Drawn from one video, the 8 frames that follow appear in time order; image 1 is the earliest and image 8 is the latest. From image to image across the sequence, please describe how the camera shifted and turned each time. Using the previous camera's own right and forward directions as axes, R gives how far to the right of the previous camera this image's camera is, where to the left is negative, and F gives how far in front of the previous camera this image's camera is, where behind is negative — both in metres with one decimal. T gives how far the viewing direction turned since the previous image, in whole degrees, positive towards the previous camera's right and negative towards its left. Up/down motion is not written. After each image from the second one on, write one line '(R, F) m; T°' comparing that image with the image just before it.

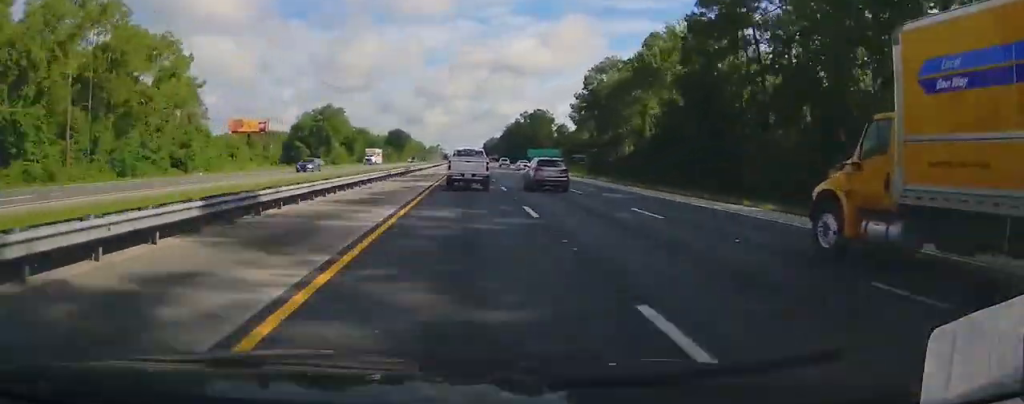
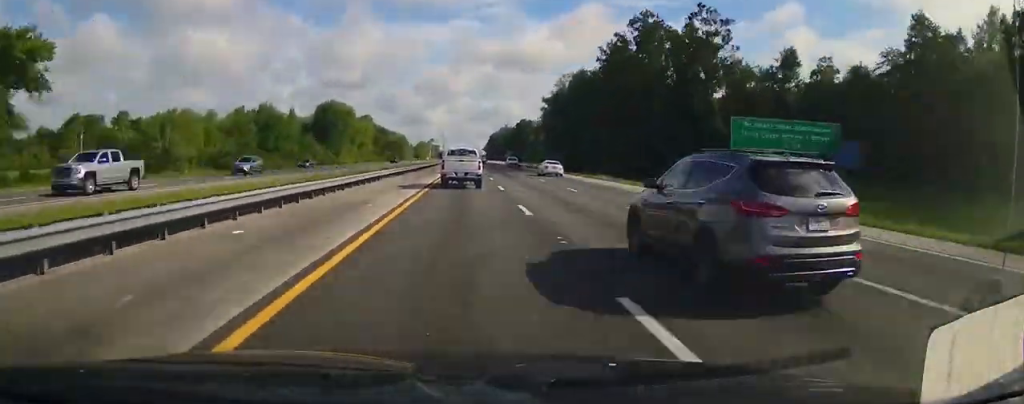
(+0.3, +159.3) m; +1°
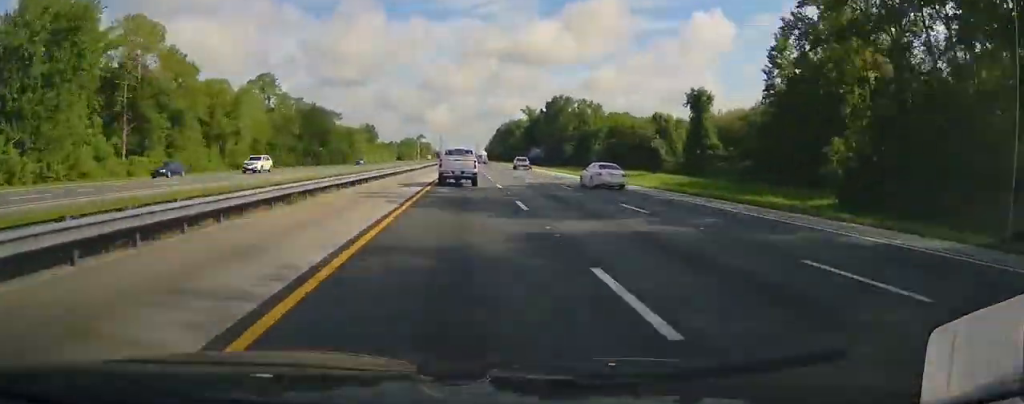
(+0.9, +120.6) m; 0°
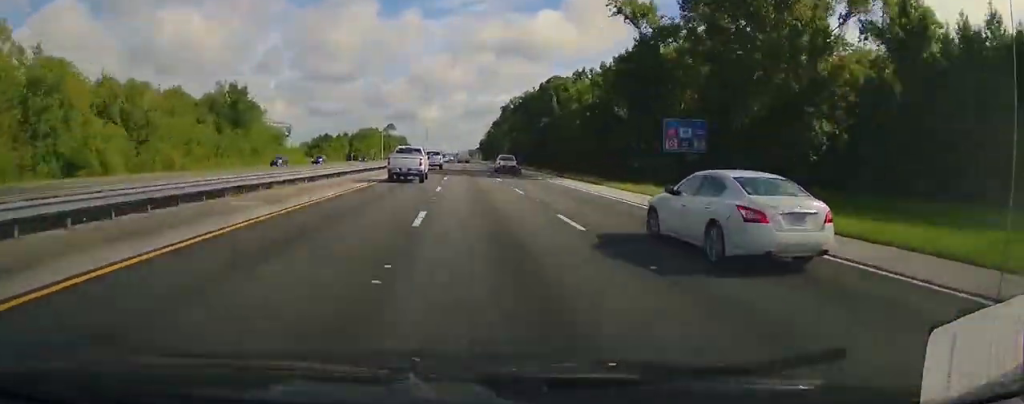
(0.0, +138.8) m; 0°
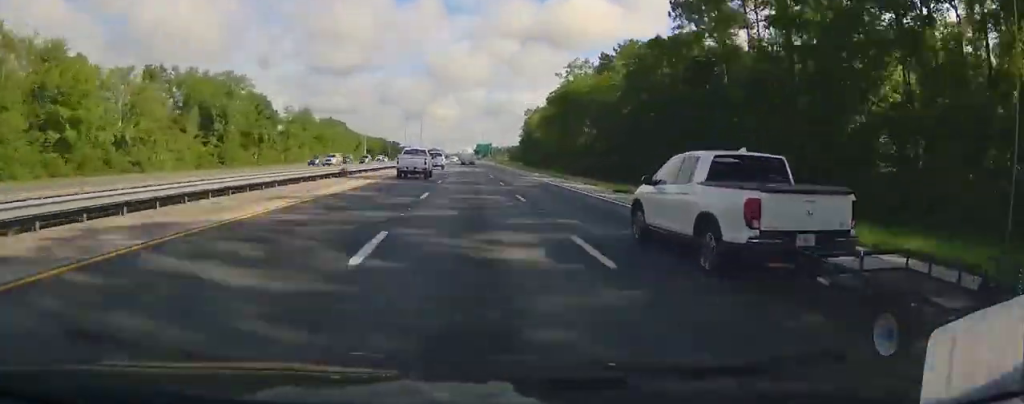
(-3.1, +313.4) m; -1°
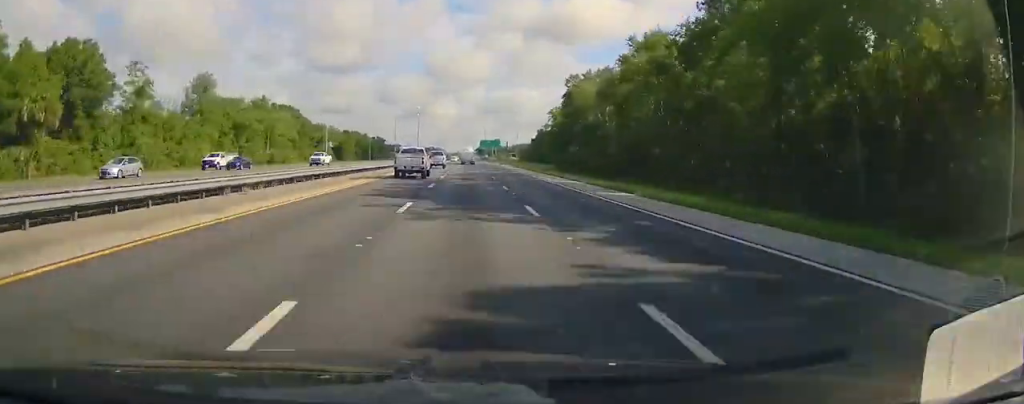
(+0.1, +67.4) m; 0°
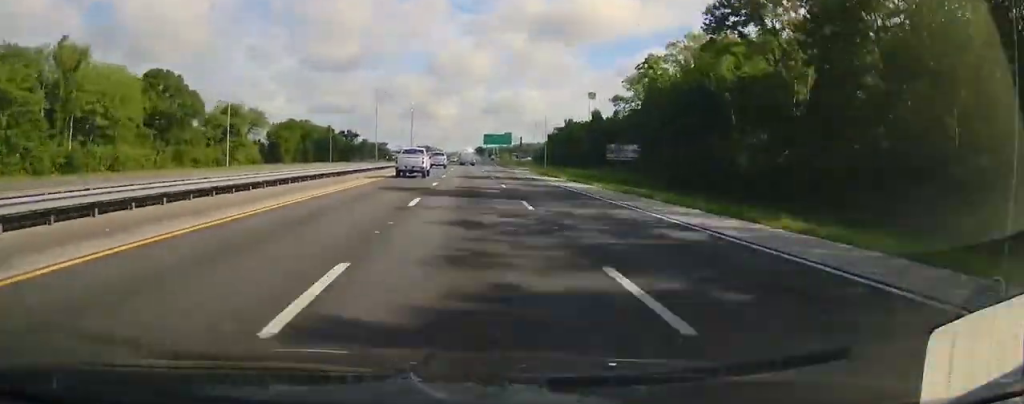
(0.0, +72.0) m; 0°
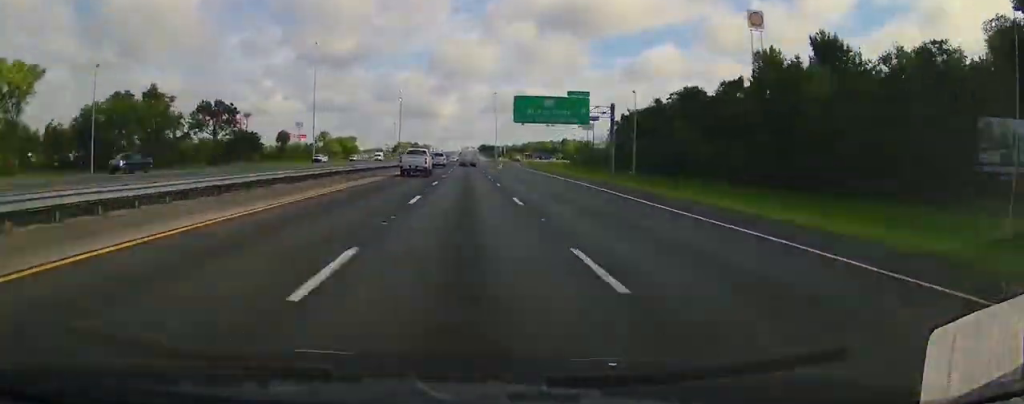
(+0.3, +121.9) m; 0°
